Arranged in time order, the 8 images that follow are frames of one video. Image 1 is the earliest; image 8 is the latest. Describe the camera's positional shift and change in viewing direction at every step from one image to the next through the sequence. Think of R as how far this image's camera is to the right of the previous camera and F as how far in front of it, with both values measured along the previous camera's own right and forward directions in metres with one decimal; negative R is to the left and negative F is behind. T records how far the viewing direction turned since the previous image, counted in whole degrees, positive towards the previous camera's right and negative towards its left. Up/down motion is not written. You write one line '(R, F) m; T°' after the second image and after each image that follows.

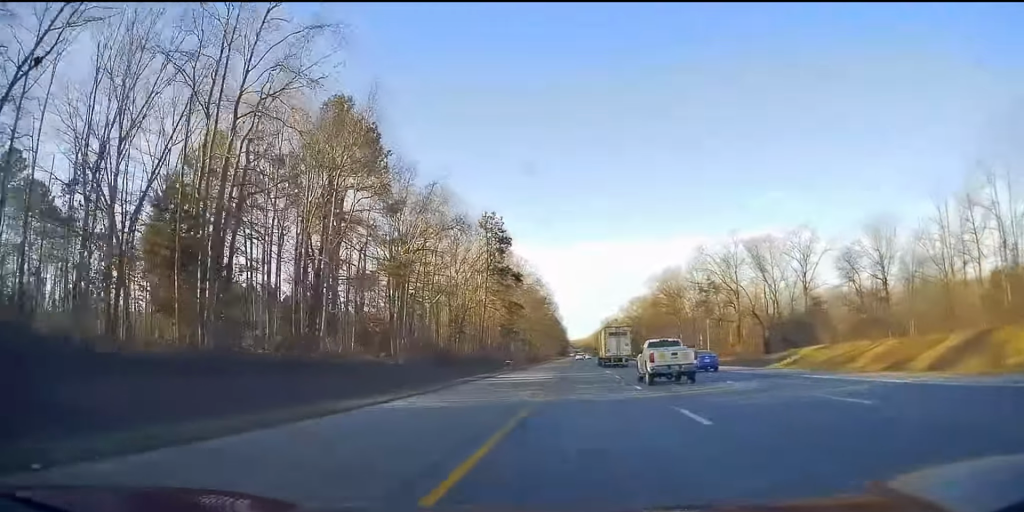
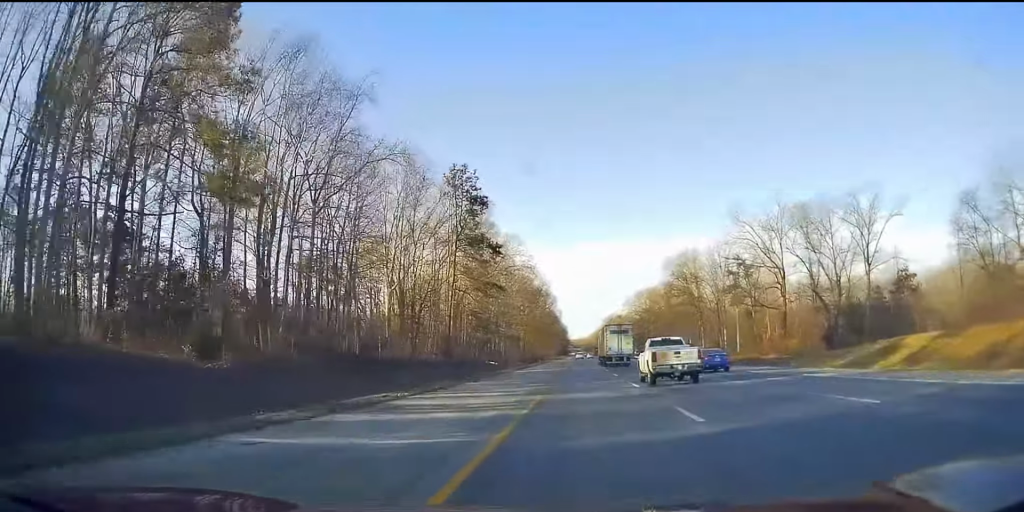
(-0.5, +23.7) m; -1°
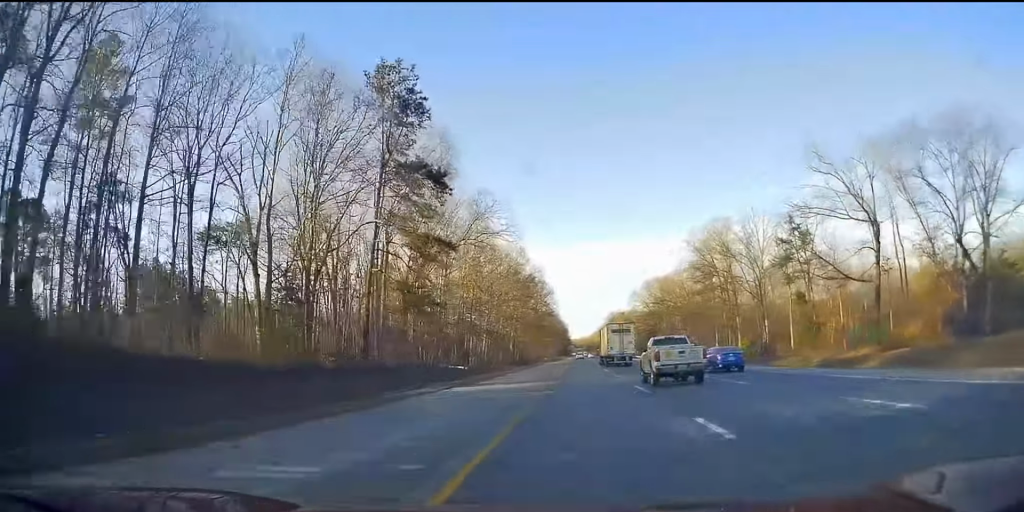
(0.0, +27.1) m; +1°
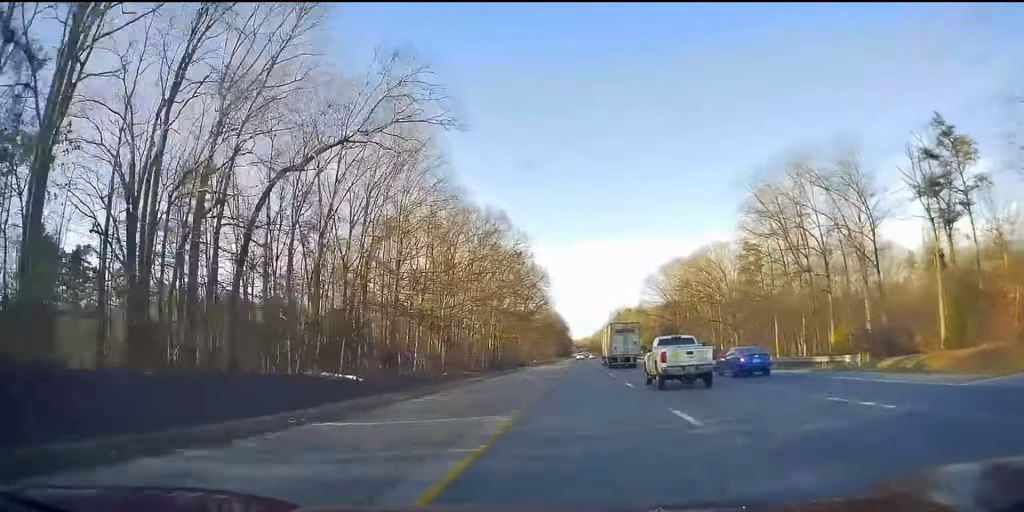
(+0.5, +35.5) m; 0°
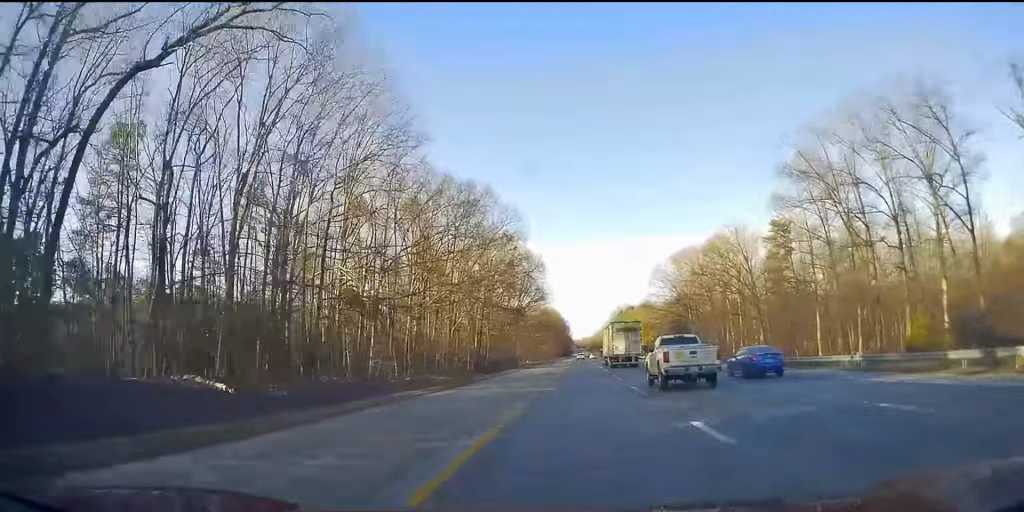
(+0.3, +15.0) m; 0°
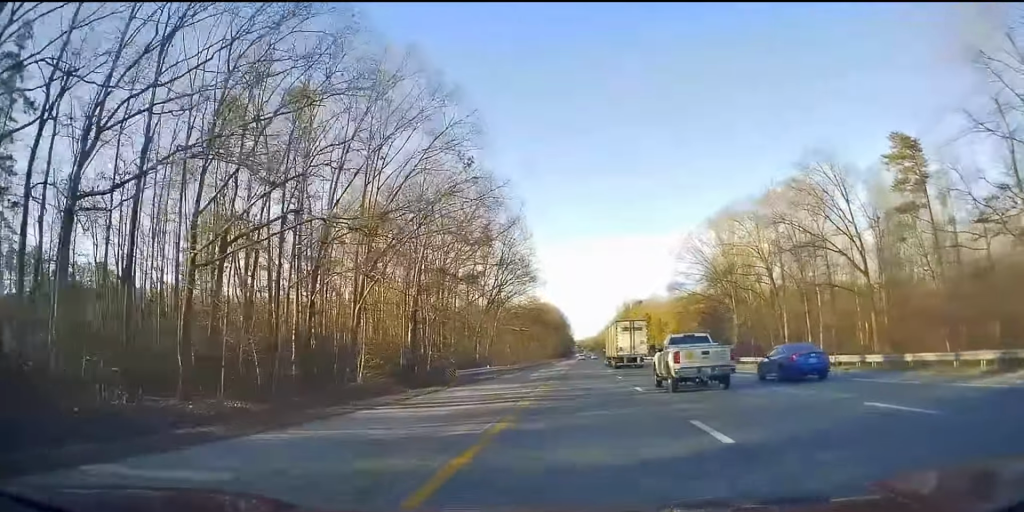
(-1.1, +36.7) m; -1°
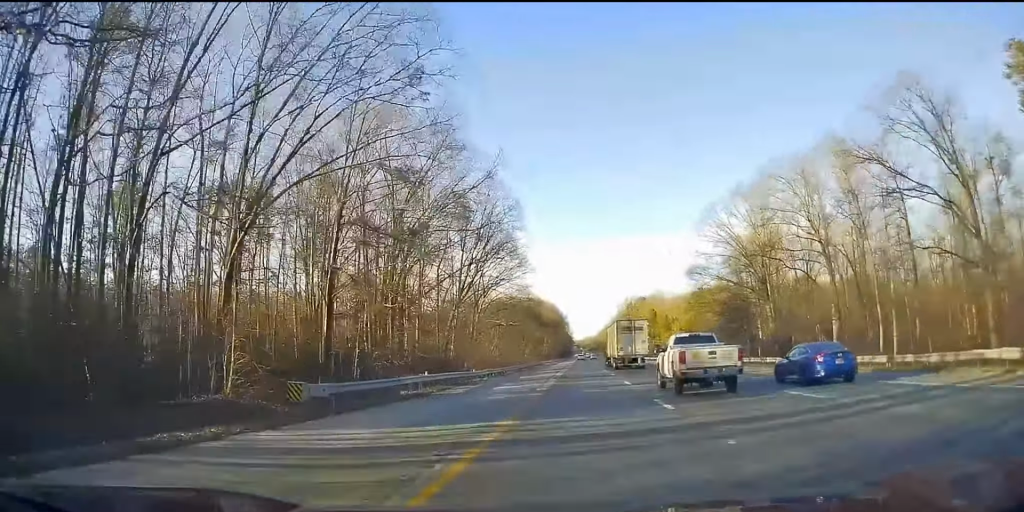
(+0.3, +18.9) m; +1°
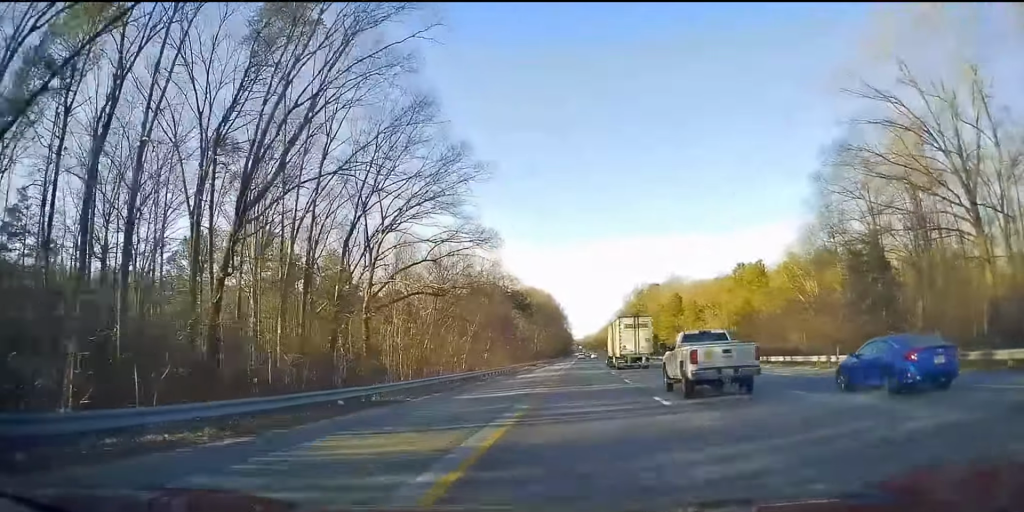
(+0.2, +47.8) m; 0°
